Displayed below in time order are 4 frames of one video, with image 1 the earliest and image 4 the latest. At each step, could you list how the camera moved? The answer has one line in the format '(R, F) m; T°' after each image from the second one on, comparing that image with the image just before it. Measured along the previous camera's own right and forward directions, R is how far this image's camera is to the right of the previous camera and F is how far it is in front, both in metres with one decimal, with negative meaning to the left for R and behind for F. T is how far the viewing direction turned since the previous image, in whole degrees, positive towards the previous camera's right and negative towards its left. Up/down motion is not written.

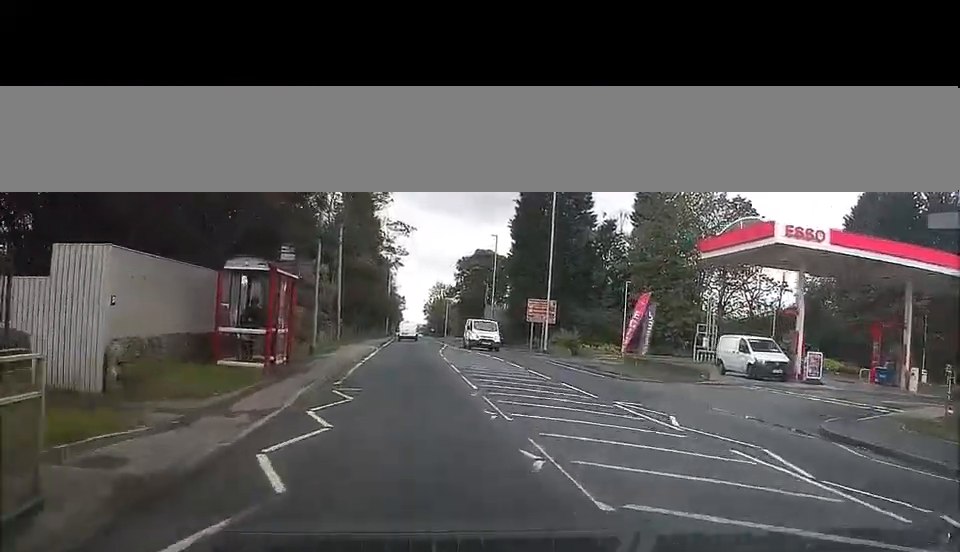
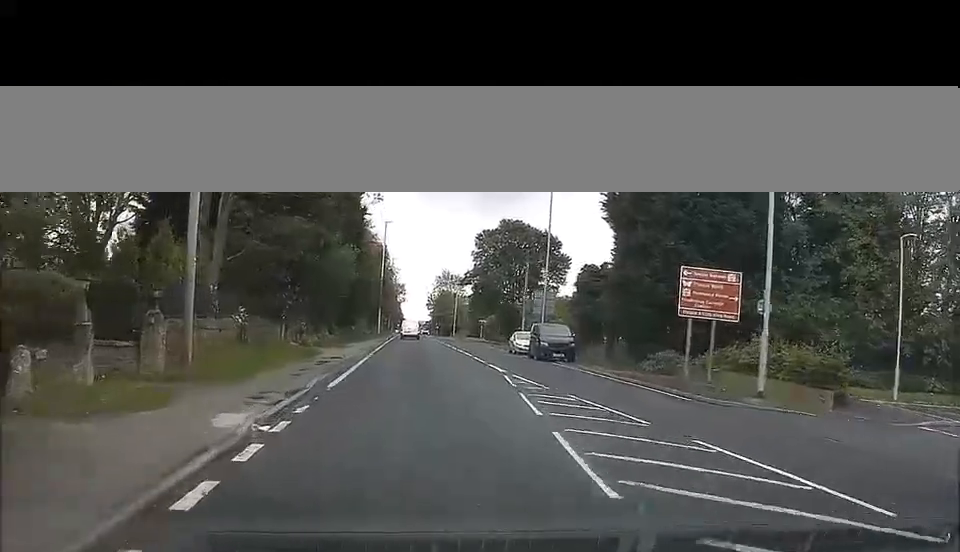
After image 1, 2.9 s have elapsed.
(+0.1, +34.9) m; -1°
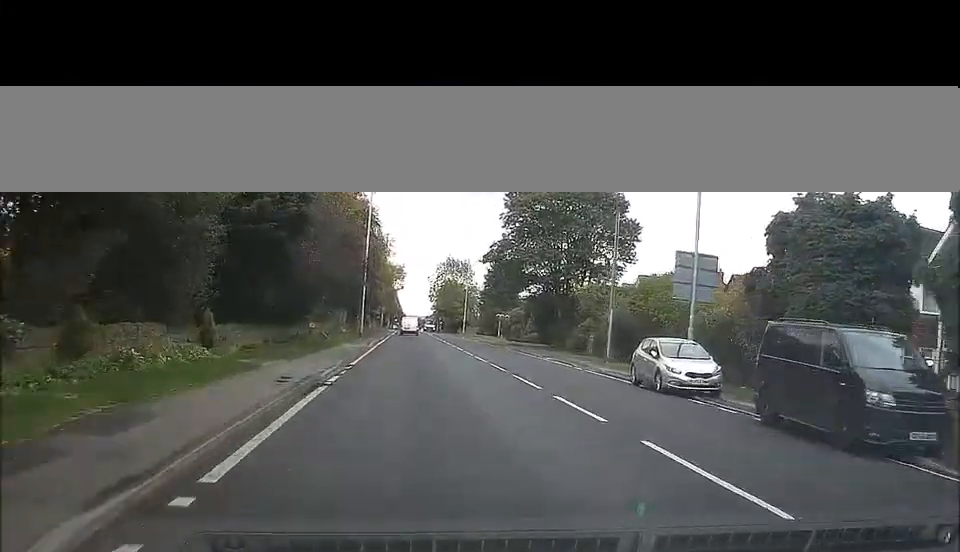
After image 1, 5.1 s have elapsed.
(-0.4, +30.9) m; 0°
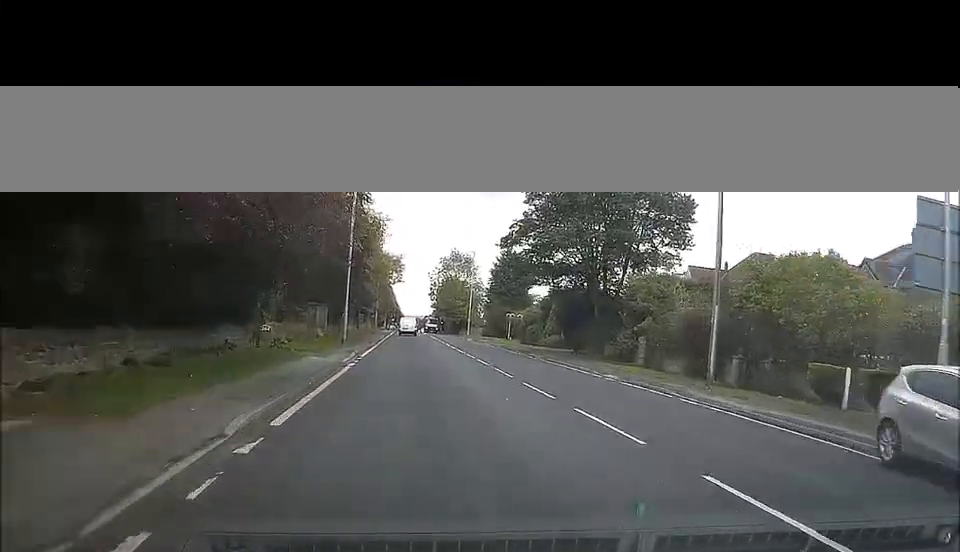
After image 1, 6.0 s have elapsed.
(0.0, +13.8) m; 0°
